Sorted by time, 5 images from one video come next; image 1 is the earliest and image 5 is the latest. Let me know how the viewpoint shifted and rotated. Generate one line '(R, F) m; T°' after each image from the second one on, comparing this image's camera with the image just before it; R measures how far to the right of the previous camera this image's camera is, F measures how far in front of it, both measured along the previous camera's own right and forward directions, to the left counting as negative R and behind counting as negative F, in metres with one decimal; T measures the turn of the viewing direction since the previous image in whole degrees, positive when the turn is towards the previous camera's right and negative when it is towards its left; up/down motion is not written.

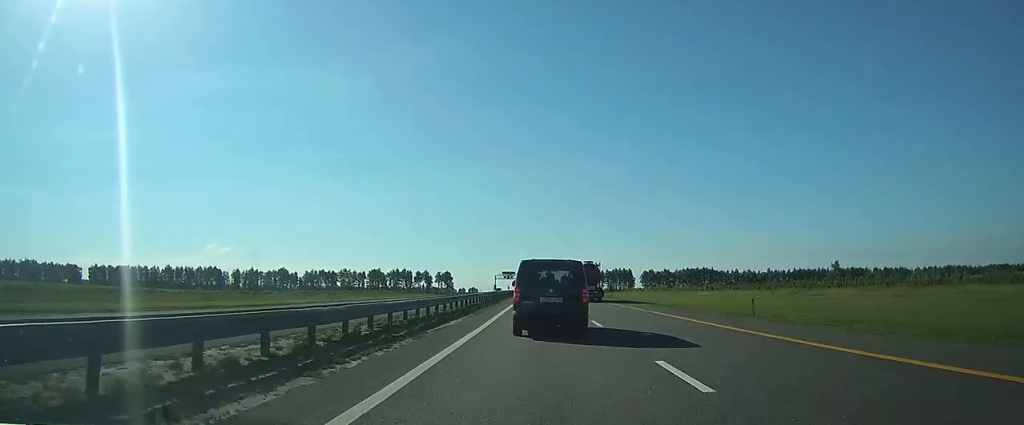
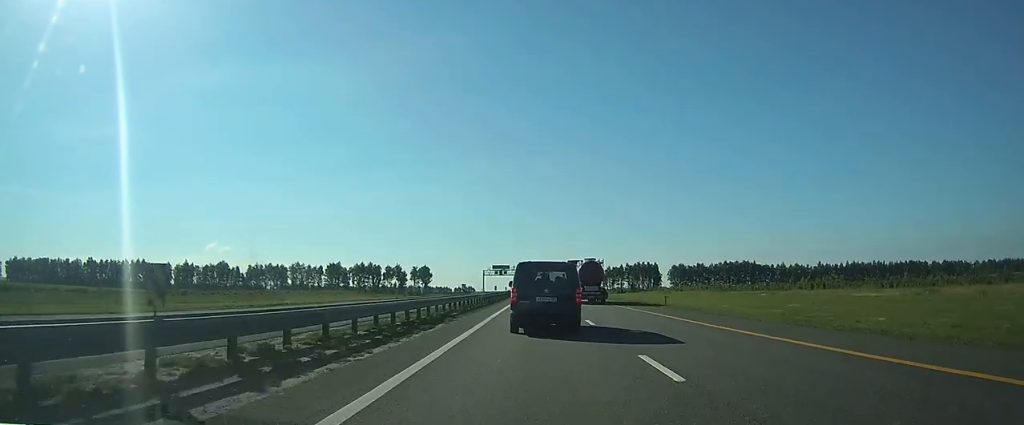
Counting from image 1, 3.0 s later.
(-0.4, +82.7) m; 0°
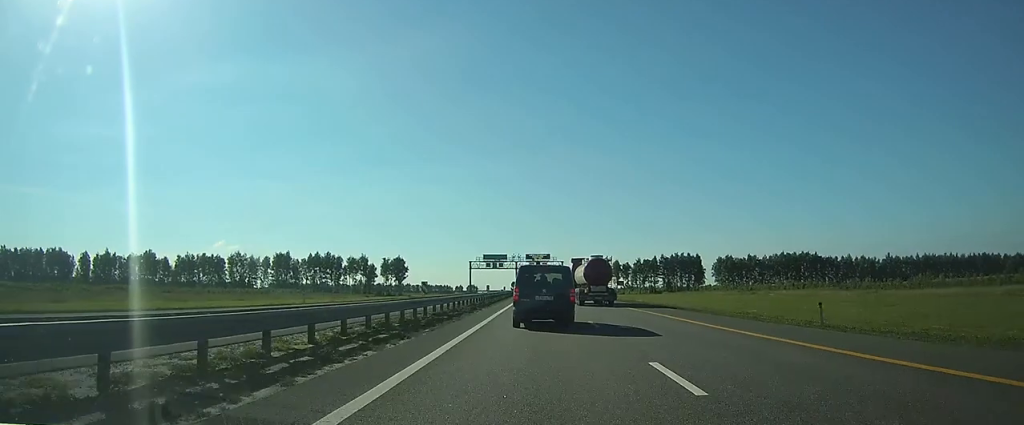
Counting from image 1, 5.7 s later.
(-0.3, +72.7) m; -1°
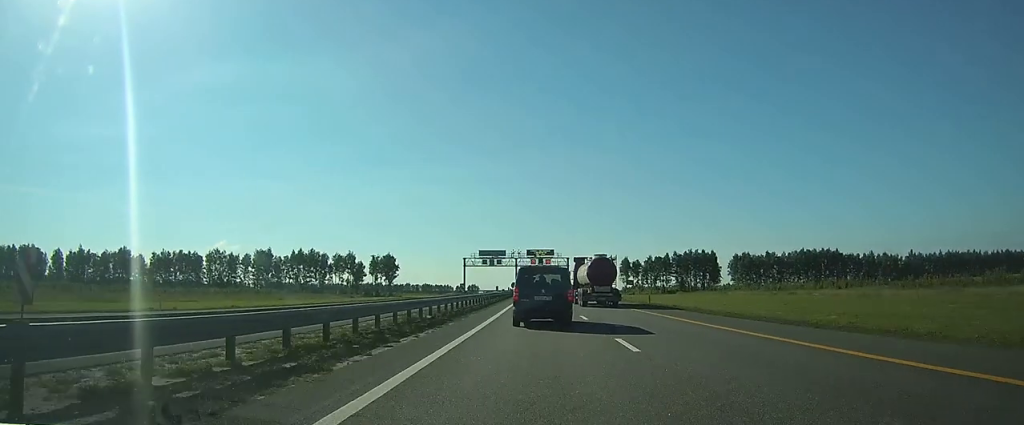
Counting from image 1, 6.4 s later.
(0.0, +19.1) m; 0°
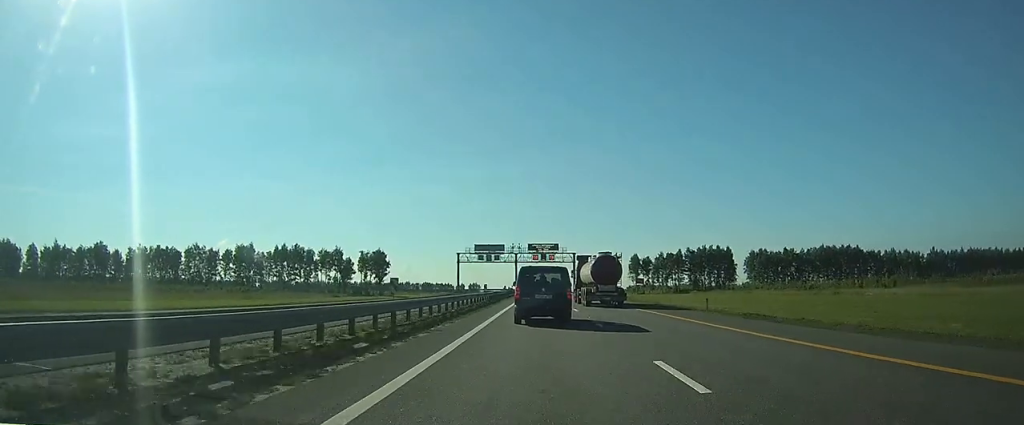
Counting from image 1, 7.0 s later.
(0.0, +16.4) m; 0°
